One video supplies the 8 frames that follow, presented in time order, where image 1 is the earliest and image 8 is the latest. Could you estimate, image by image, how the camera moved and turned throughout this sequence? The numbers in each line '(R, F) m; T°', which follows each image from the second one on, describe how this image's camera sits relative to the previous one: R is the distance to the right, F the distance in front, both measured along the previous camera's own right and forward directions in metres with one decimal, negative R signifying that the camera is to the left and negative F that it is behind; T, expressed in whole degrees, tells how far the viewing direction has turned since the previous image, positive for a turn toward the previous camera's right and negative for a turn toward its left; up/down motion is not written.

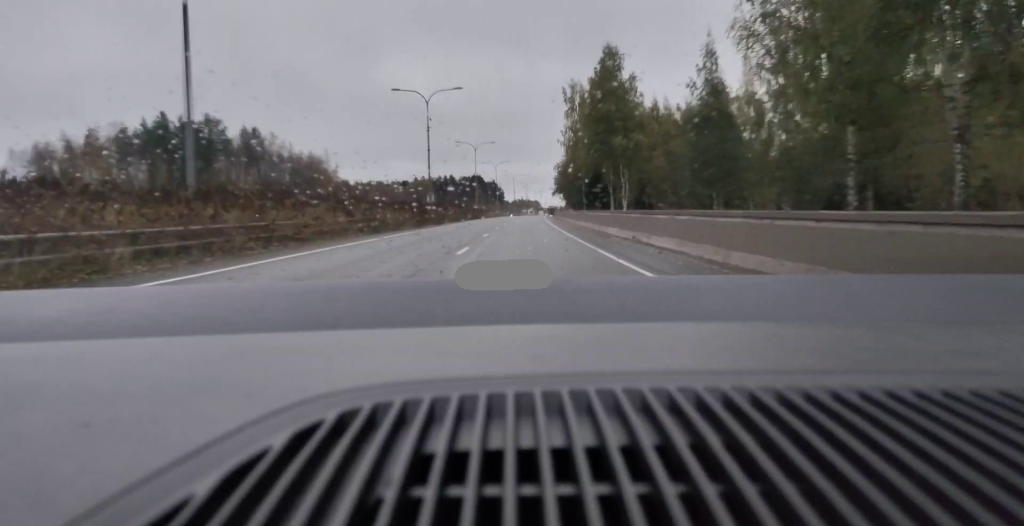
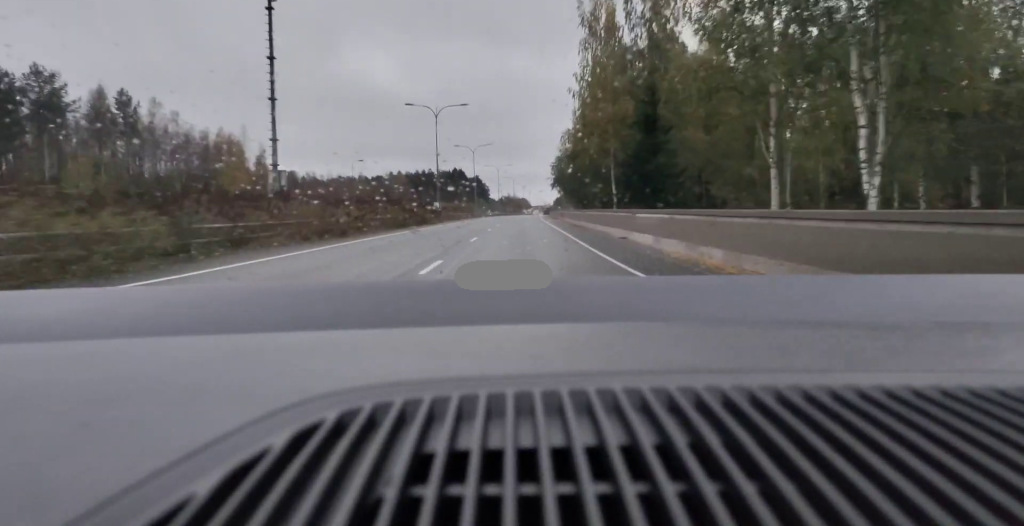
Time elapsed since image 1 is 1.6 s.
(+0.4, +41.0) m; +1°
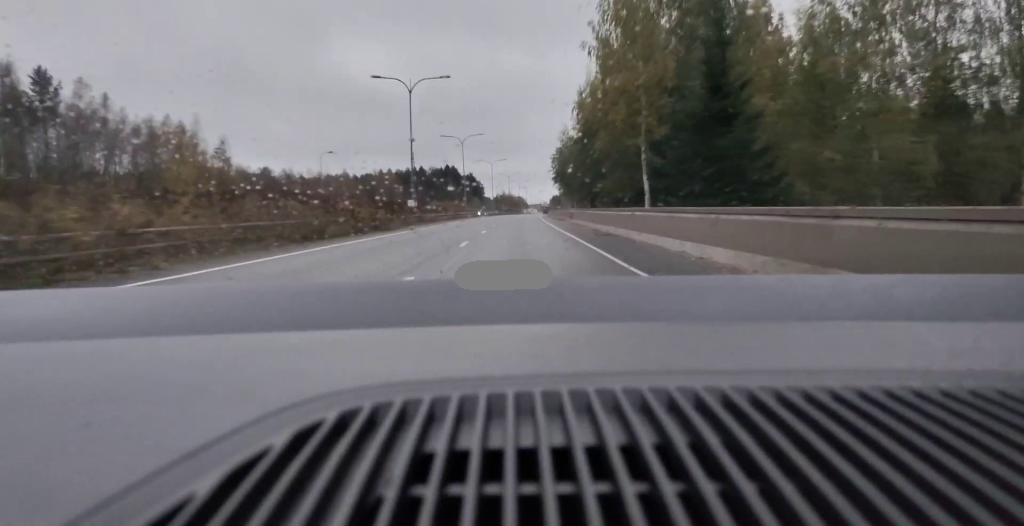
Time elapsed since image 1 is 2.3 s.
(+0.3, +15.5) m; 0°
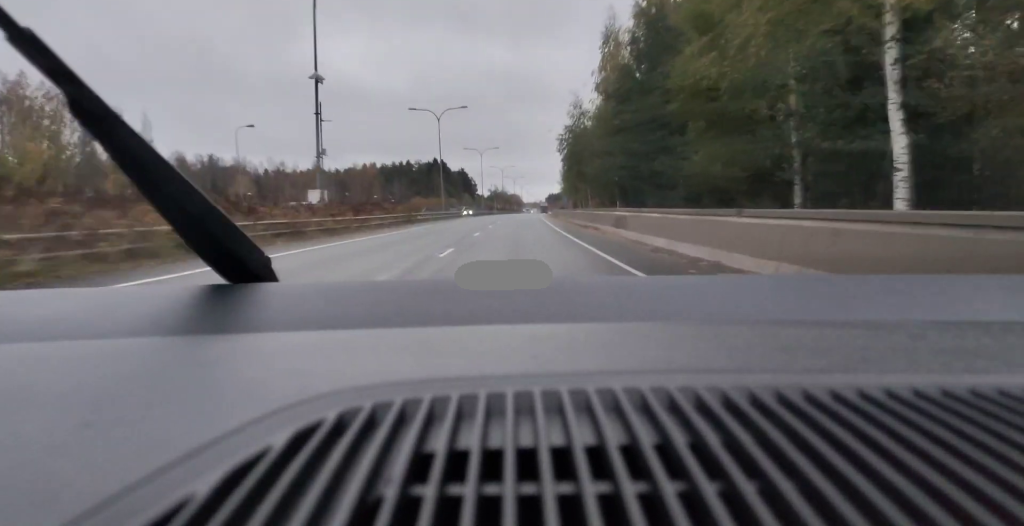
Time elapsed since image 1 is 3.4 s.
(-0.4, +28.8) m; -1°
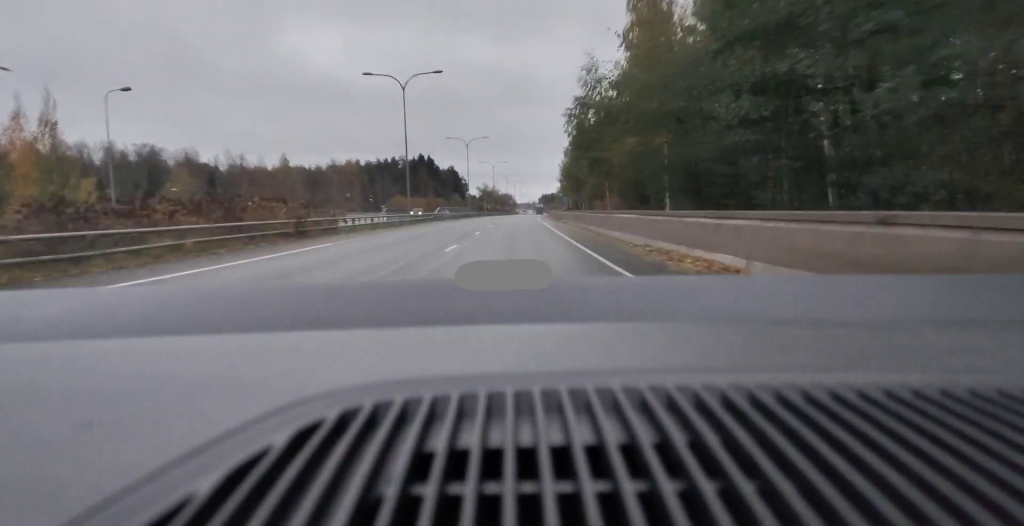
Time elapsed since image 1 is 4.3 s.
(+0.1, +21.1) m; +1°
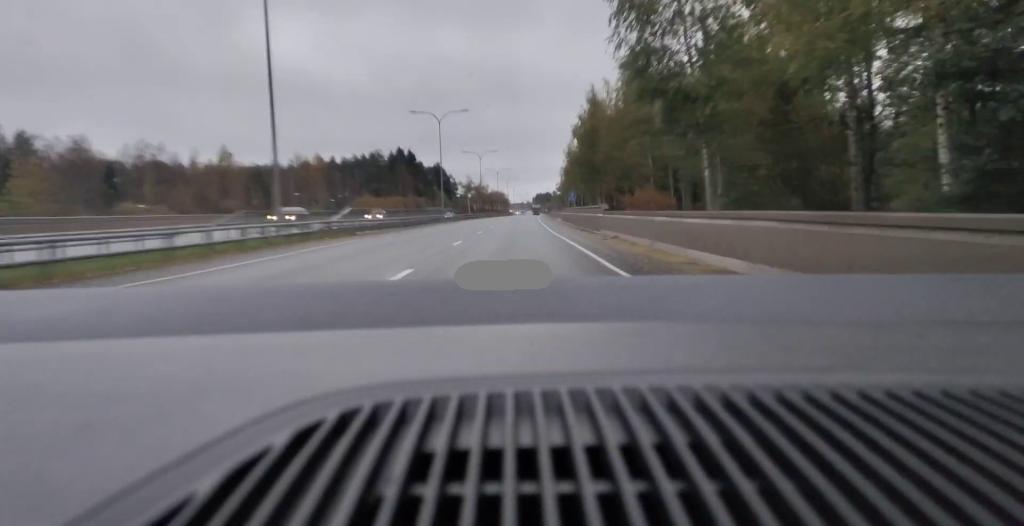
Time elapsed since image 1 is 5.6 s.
(+0.5, +32.6) m; +1°
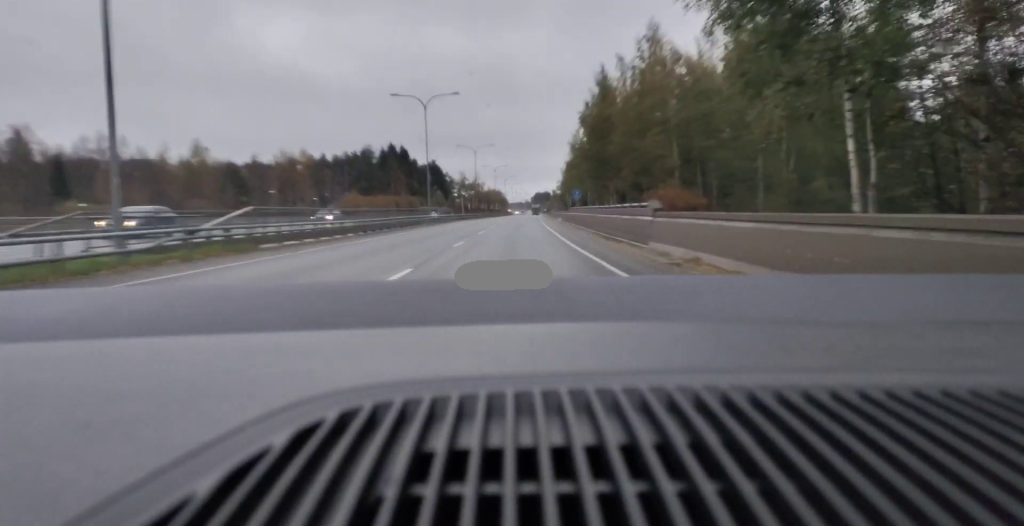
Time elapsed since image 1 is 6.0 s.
(0.0, +11.6) m; 0°
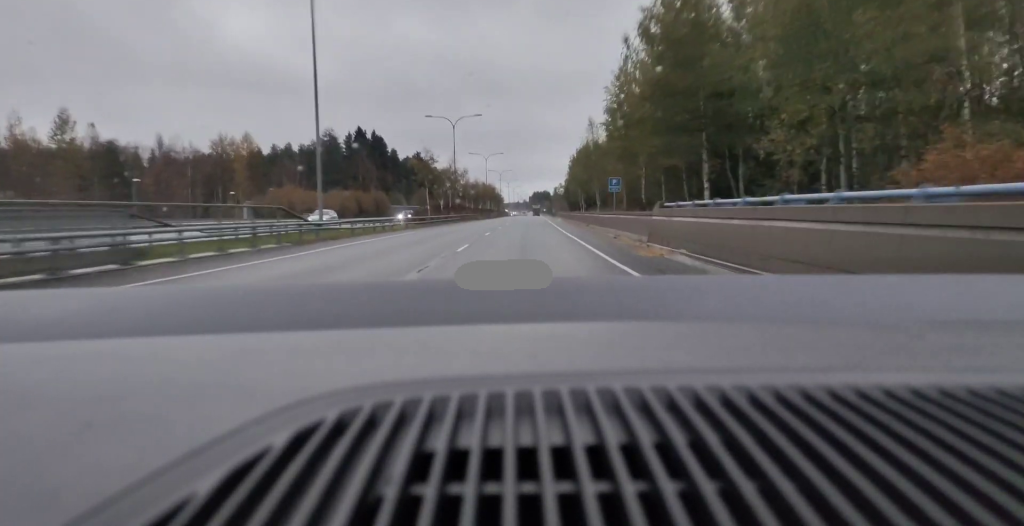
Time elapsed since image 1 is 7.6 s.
(-0.2, +39.4) m; -1°
